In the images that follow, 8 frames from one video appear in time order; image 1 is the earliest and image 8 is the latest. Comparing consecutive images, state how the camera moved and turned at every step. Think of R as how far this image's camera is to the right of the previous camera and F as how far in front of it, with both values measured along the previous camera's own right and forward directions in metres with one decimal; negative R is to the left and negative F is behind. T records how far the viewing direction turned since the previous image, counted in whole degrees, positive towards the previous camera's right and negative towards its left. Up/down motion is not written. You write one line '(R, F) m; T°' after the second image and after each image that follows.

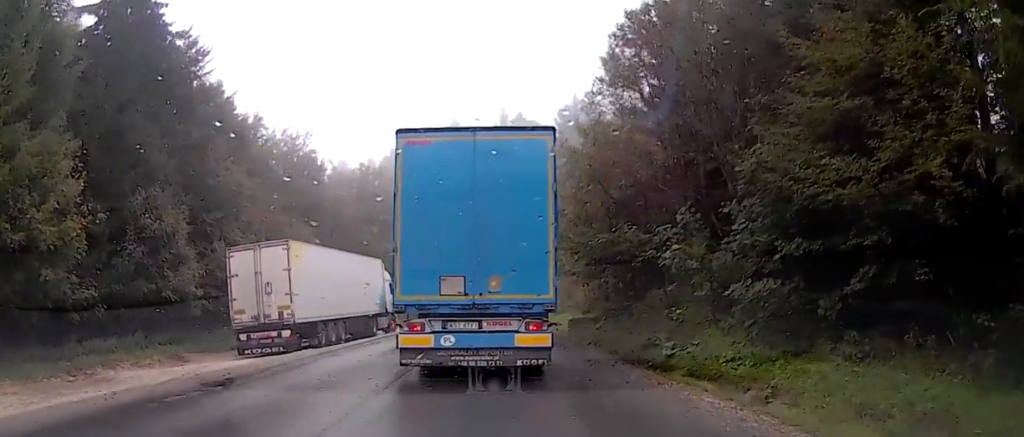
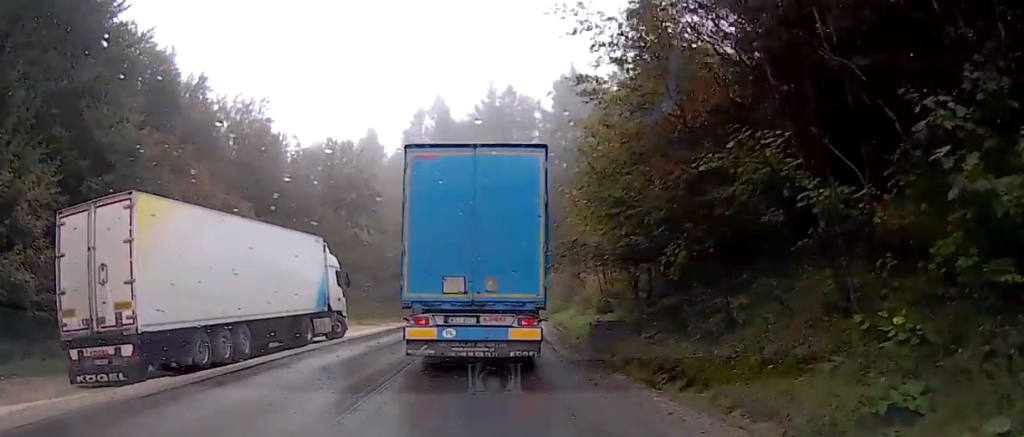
(-0.3, +10.1) m; +2°
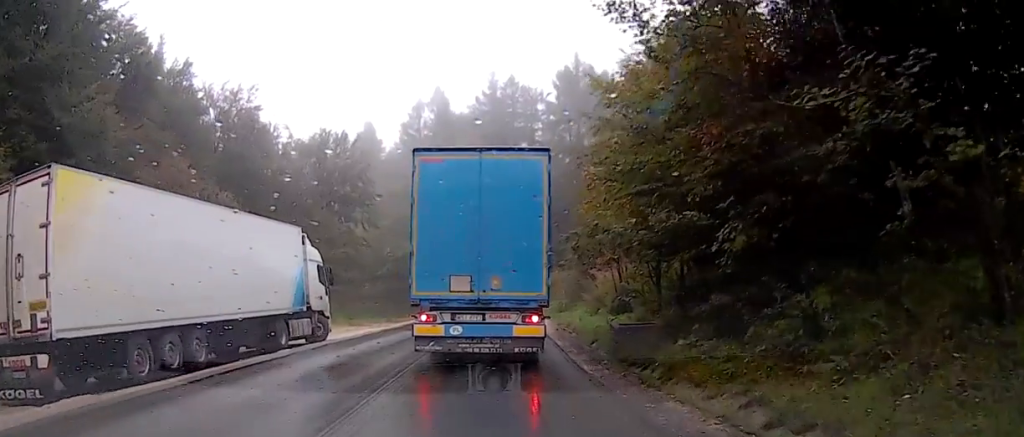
(+0.4, +3.5) m; +4°
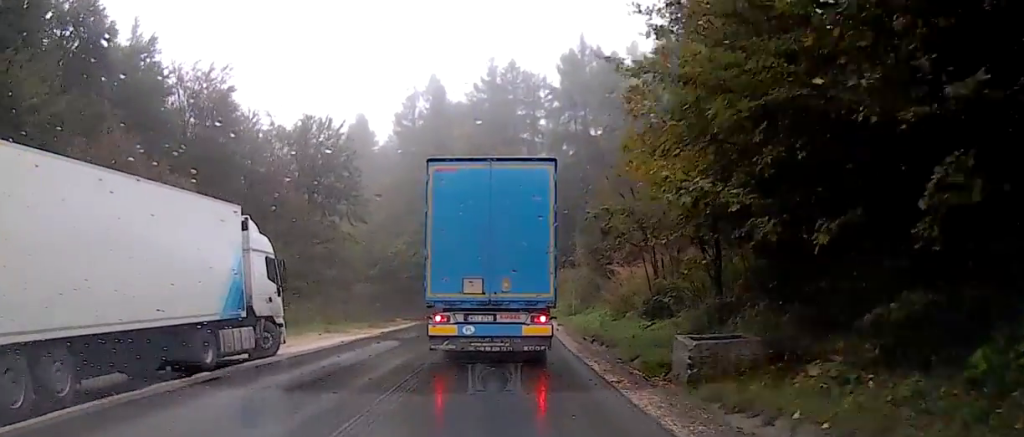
(+0.3, +6.0) m; -3°
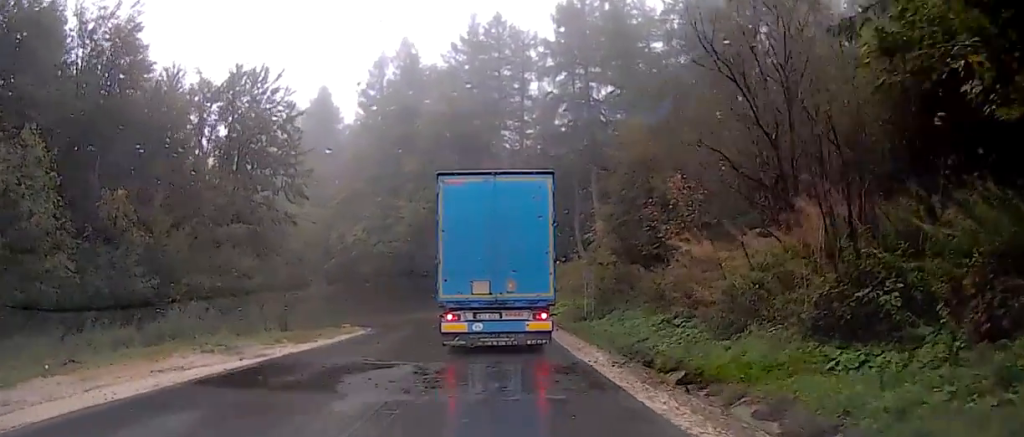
(-2.2, +12.6) m; -7°
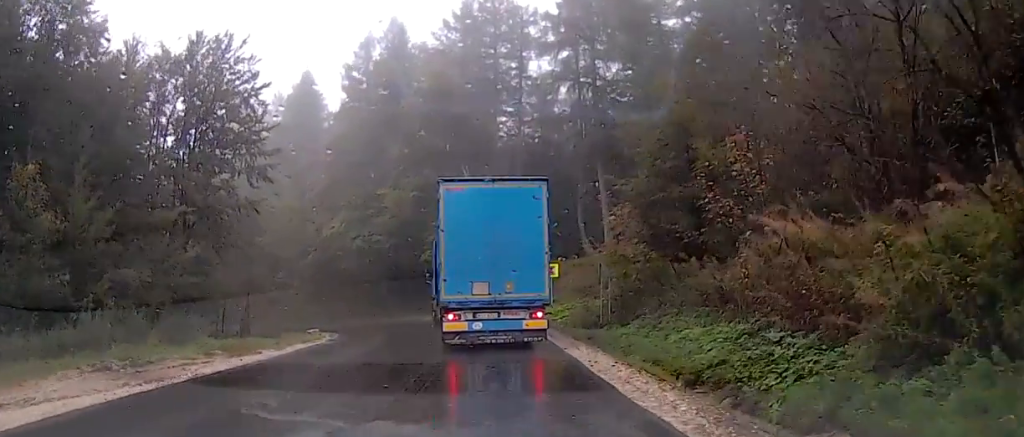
(+1.2, +5.9) m; +4°
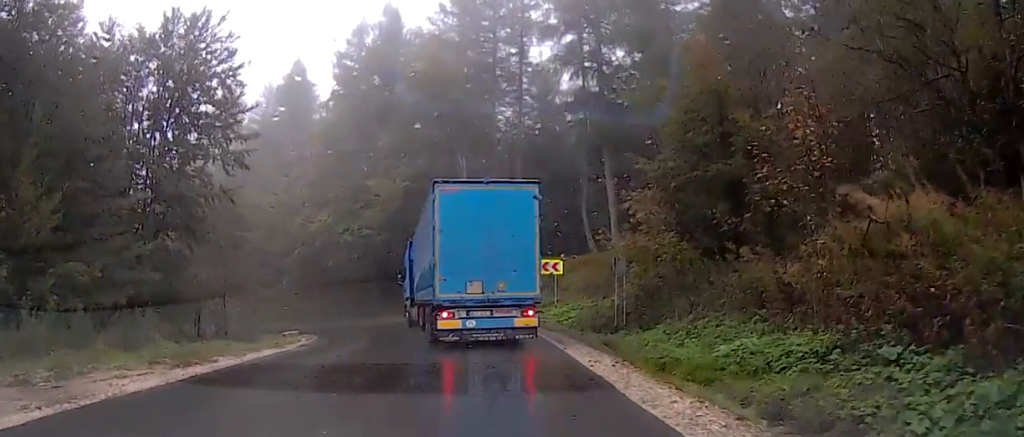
(-0.5, +3.0) m; -3°
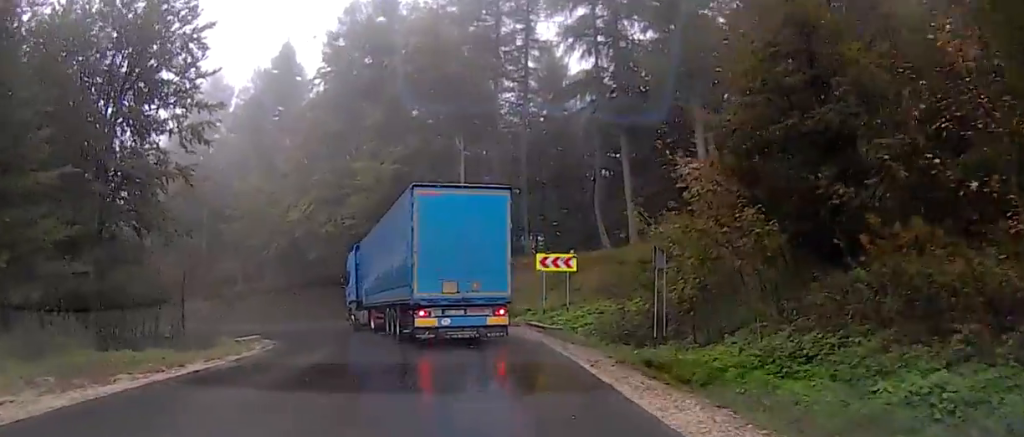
(-0.3, +5.2) m; -3°
